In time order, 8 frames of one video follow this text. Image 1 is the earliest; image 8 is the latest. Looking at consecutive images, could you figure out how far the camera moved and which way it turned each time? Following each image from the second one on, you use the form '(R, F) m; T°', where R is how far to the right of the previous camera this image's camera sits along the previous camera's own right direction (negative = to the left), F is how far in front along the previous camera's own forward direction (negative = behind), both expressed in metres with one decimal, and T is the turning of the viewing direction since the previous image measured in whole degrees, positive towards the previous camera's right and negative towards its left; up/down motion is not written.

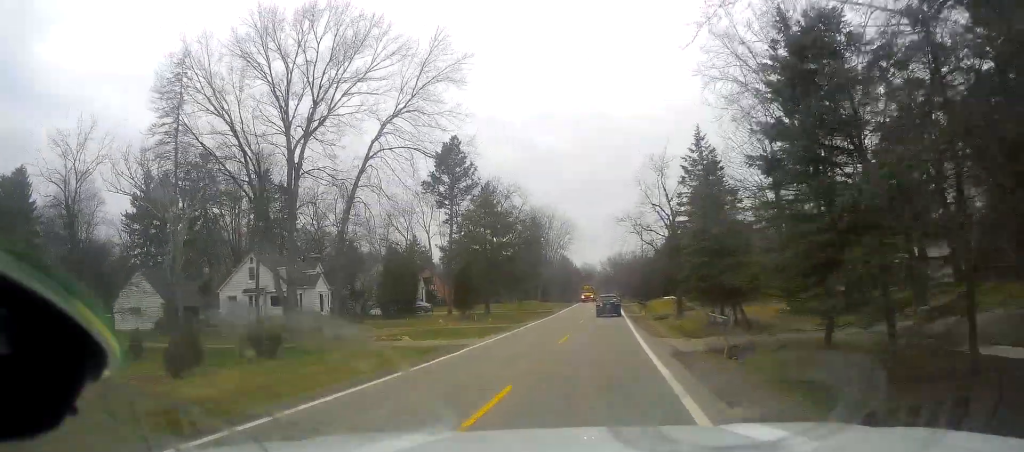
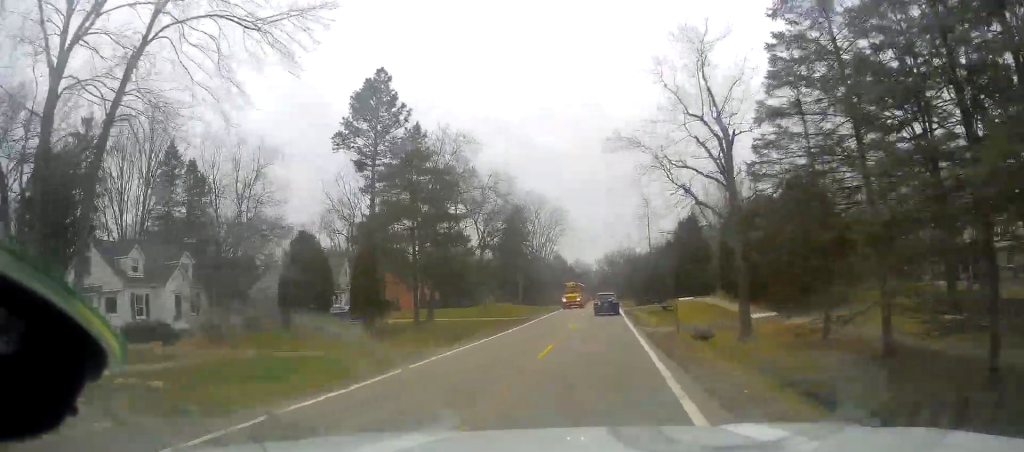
(-0.5, +20.9) m; 0°
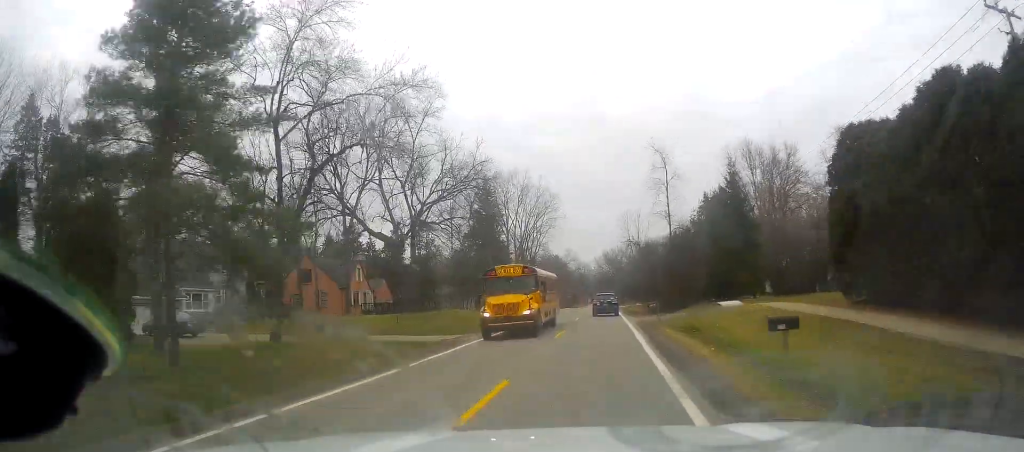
(+0.6, +22.9) m; +1°
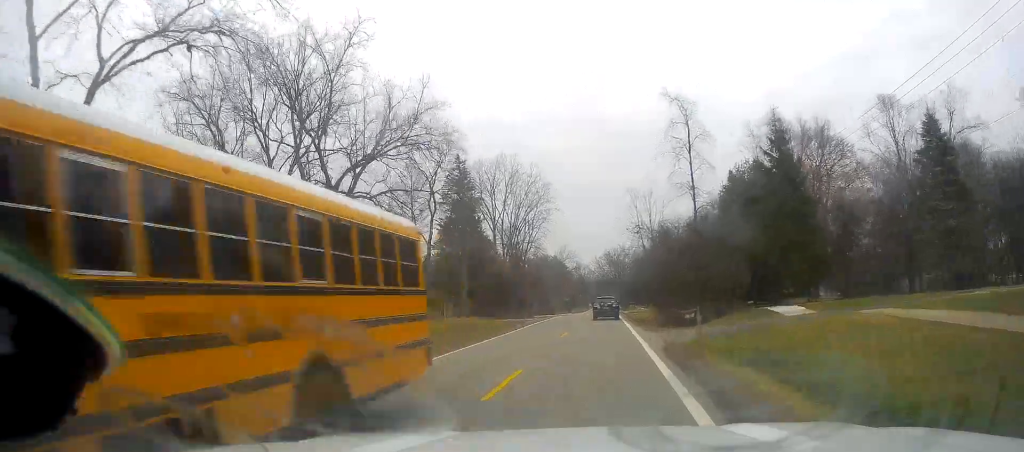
(-0.2, +13.3) m; -1°
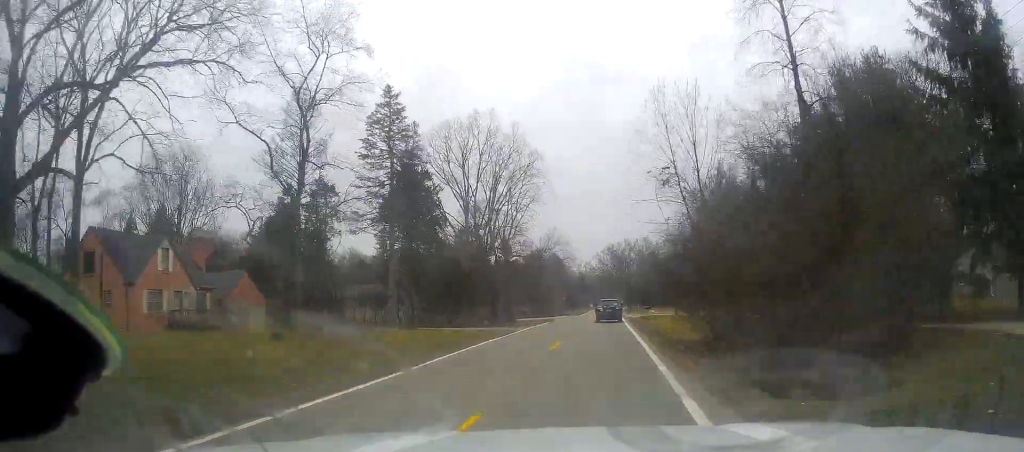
(-0.3, +20.1) m; +1°
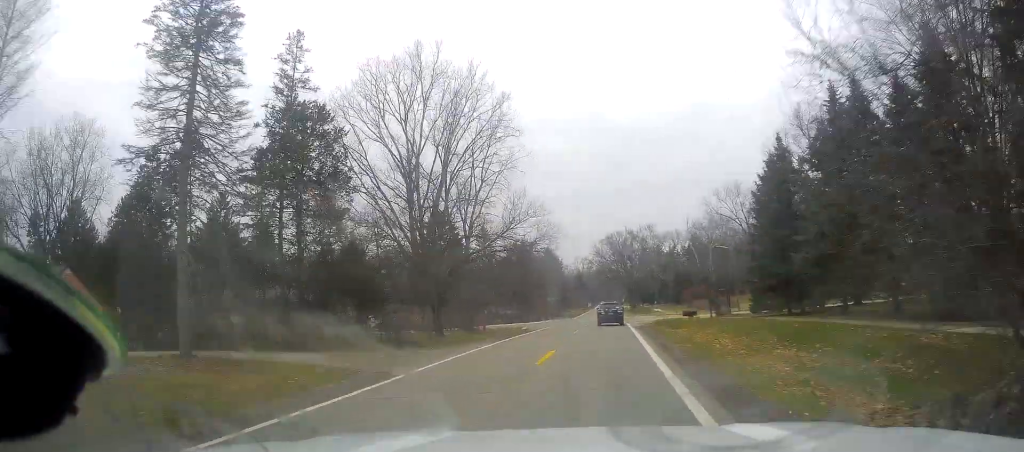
(+0.5, +20.1) m; 0°
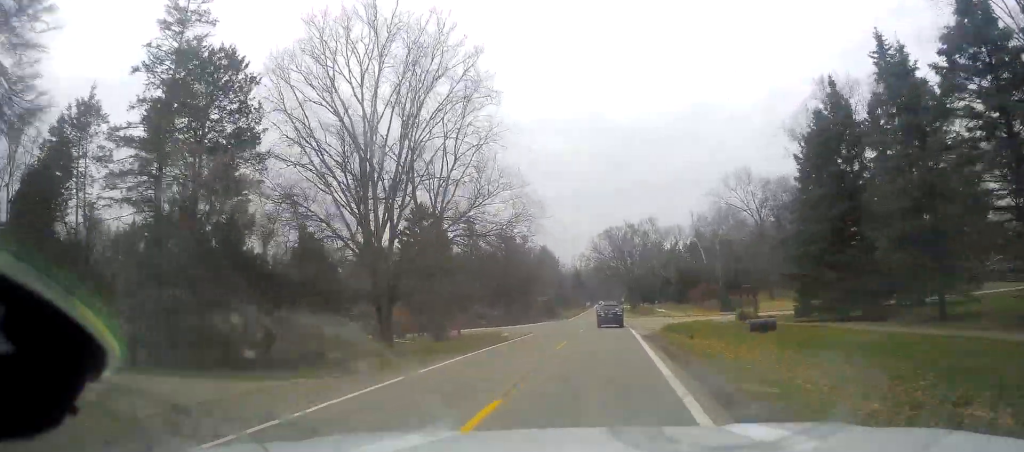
(+0.1, +9.7) m; -1°
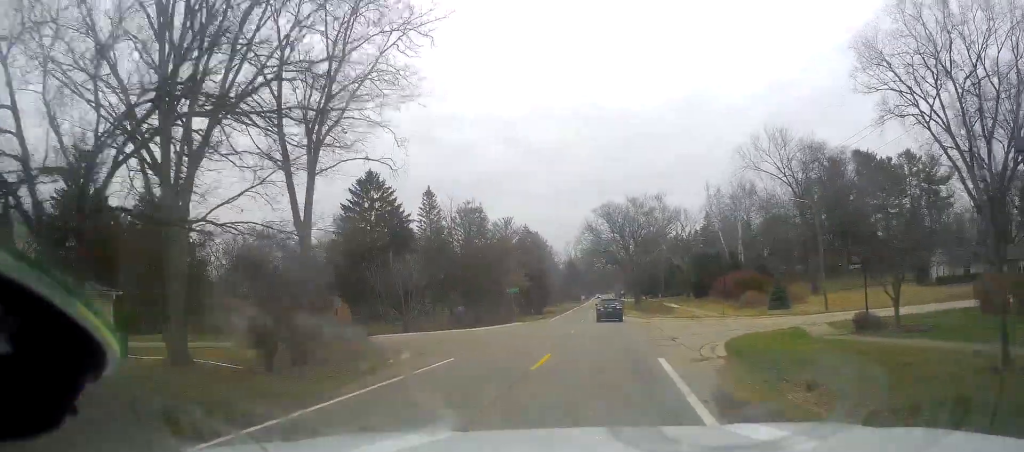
(-0.8, +21.0) m; -1°
